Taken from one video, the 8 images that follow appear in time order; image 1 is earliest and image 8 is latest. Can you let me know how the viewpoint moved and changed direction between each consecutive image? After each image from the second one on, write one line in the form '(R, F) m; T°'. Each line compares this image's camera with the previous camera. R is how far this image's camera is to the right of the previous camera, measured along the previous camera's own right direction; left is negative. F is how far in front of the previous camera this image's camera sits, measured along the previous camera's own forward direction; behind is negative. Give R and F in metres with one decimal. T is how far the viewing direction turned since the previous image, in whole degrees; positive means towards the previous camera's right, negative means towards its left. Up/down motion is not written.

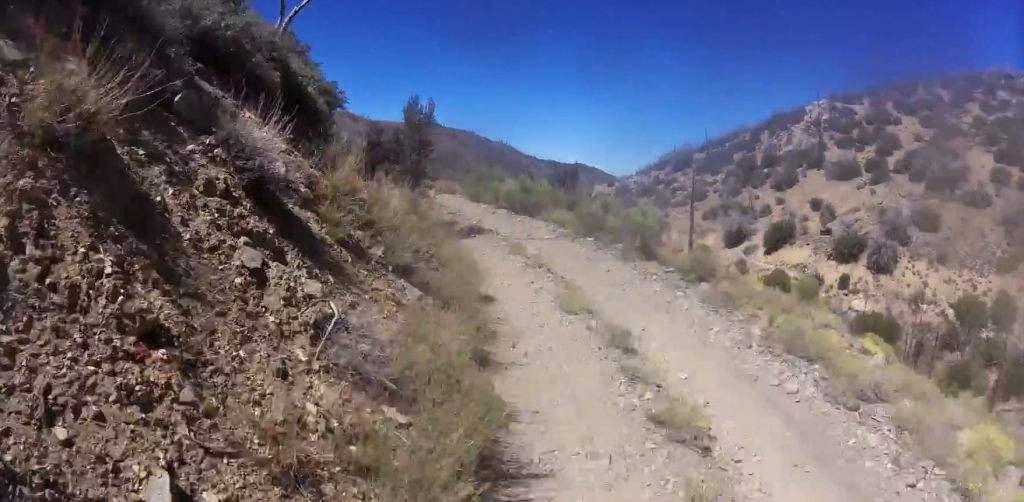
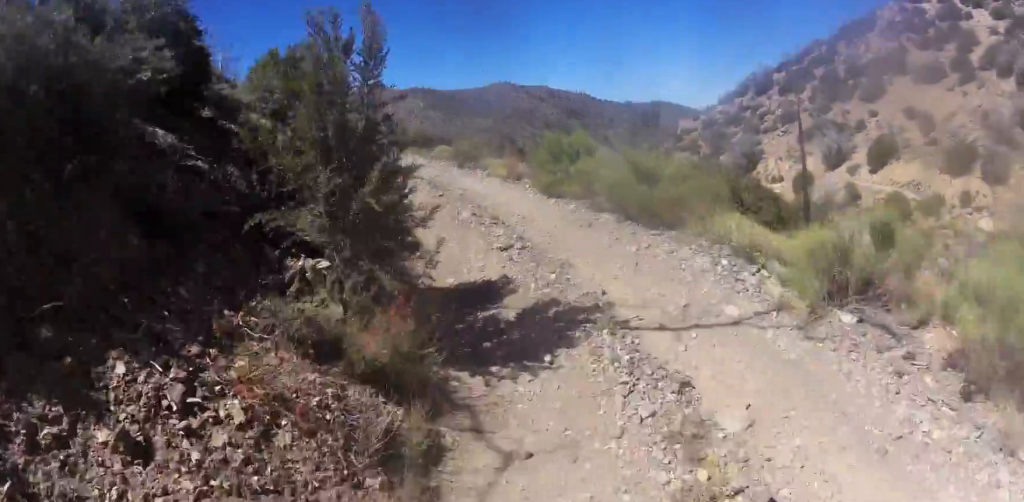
(-0.7, +8.3) m; -6°
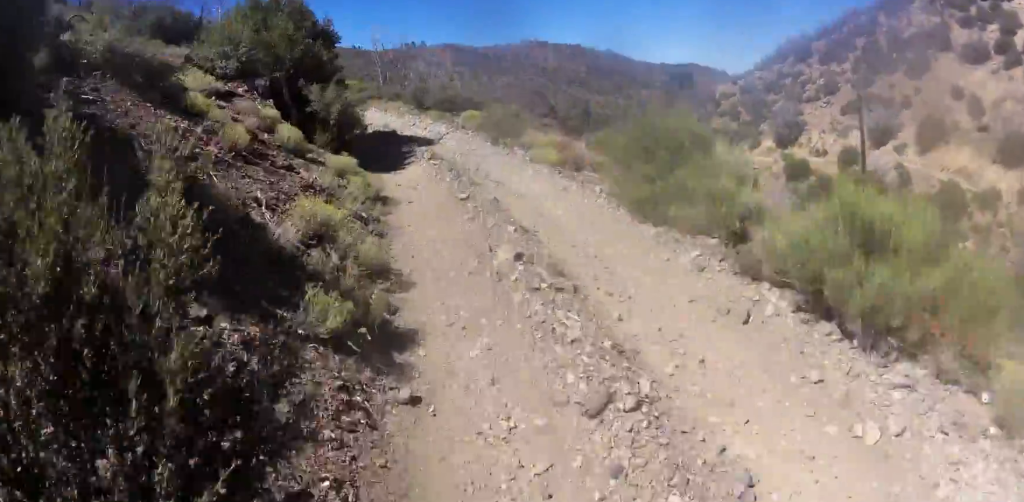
(+0.1, +4.5) m; -5°
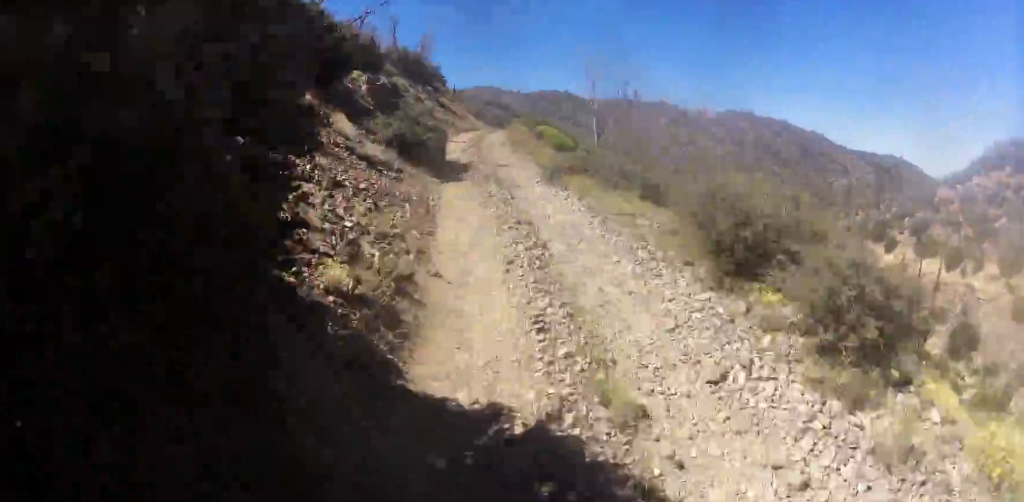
(-2.3, +13.8) m; -20°
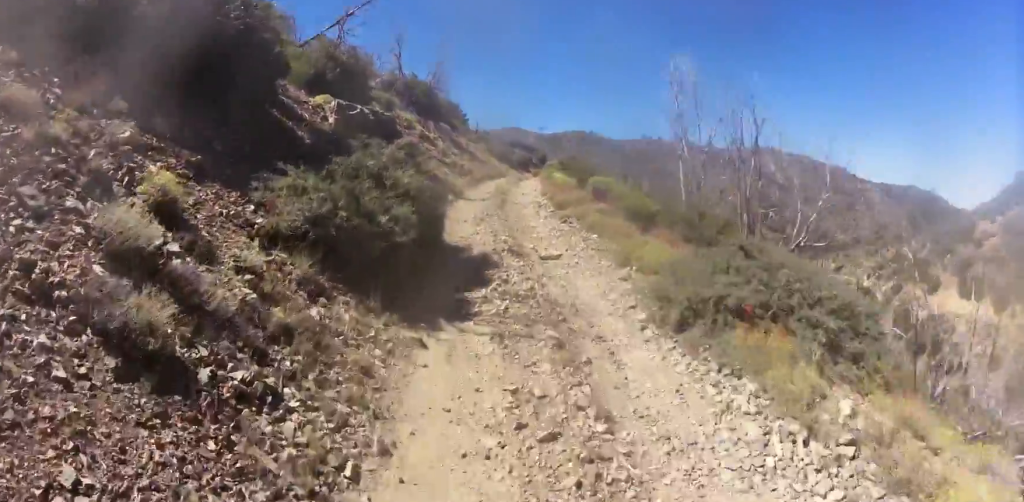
(-1.1, +8.1) m; -12°
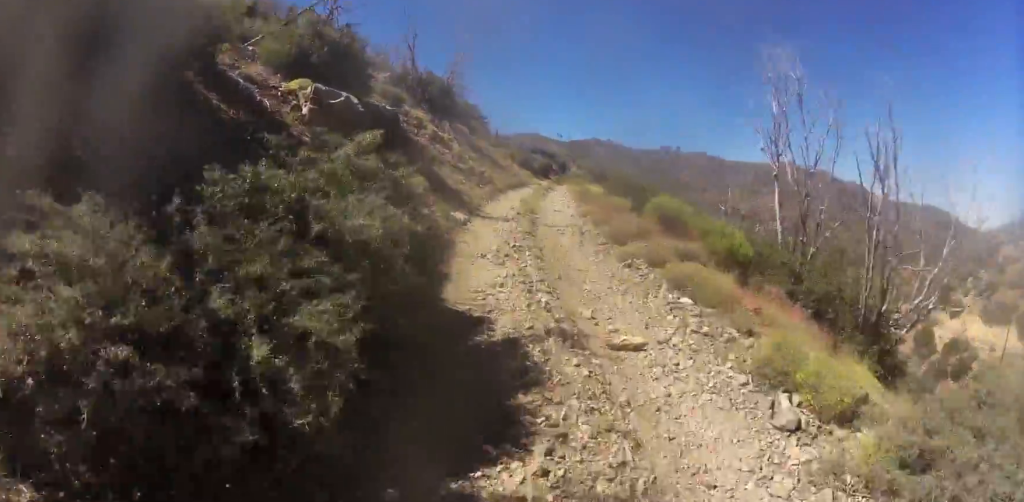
(-0.2, +4.4) m; +2°
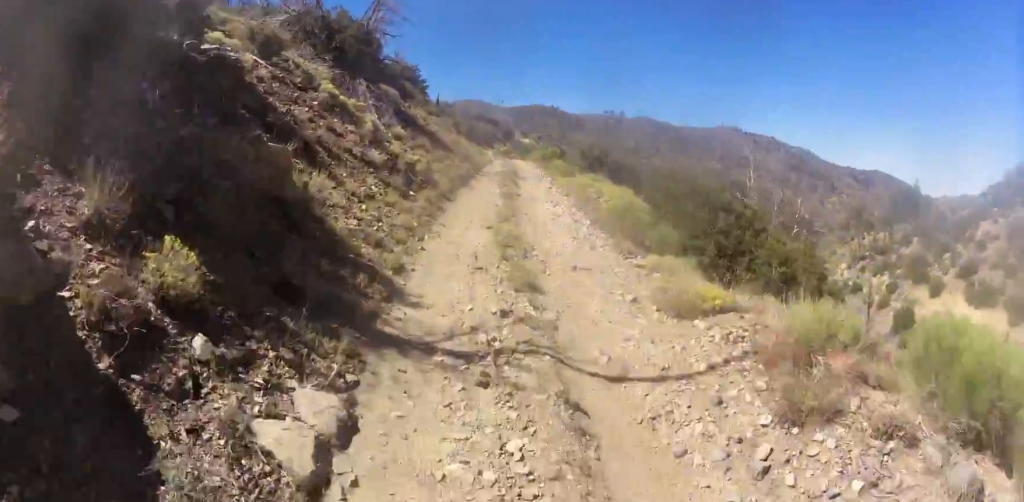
(+1.2, +9.8) m; +6°
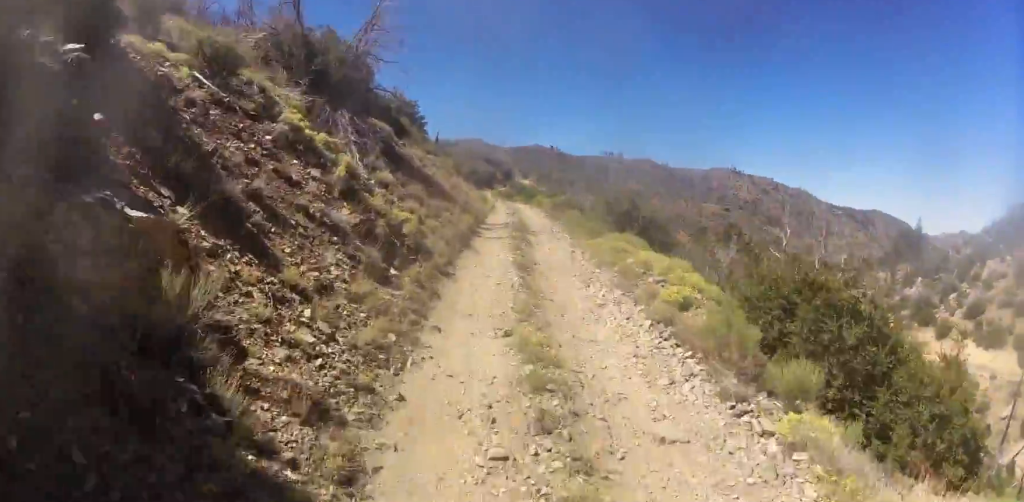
(0.0, +3.5) m; 0°
